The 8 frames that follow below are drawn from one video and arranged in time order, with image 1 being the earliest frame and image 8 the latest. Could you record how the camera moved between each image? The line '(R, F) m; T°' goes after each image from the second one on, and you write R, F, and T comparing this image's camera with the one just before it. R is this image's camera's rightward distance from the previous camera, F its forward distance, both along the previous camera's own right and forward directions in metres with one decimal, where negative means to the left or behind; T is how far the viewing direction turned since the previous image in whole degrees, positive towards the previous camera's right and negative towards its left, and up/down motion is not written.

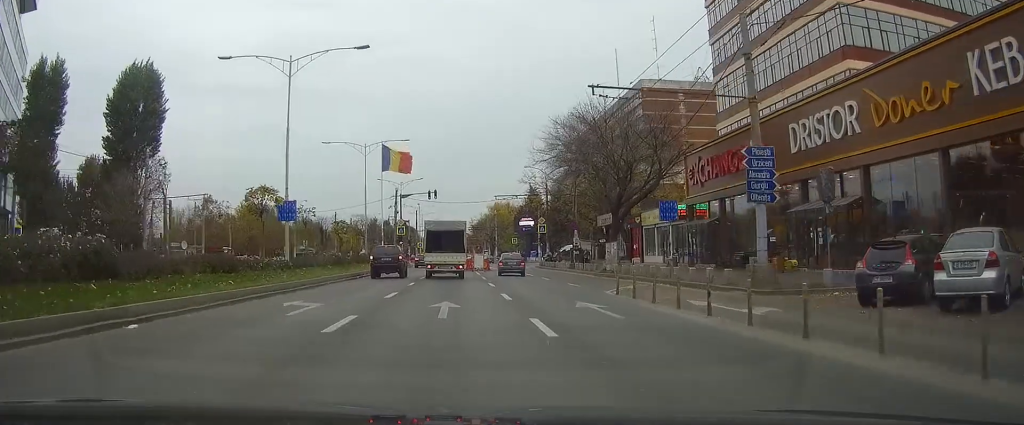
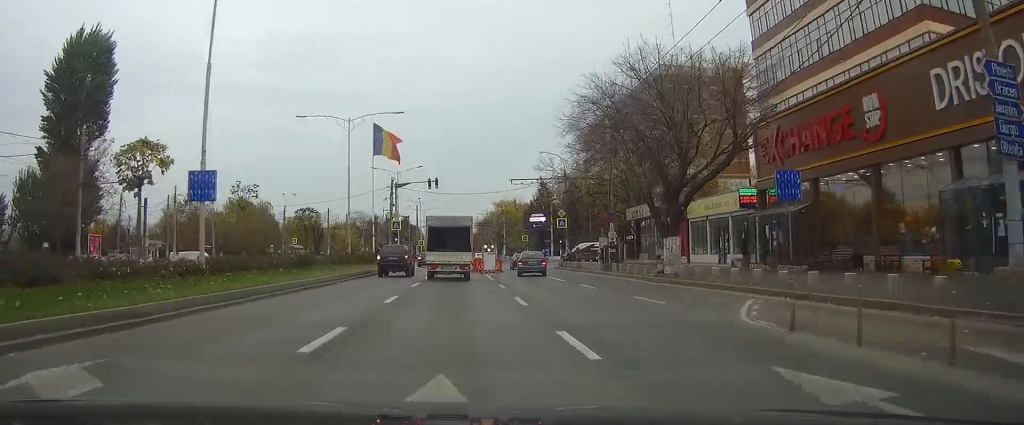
(-0.1, +11.2) m; 0°
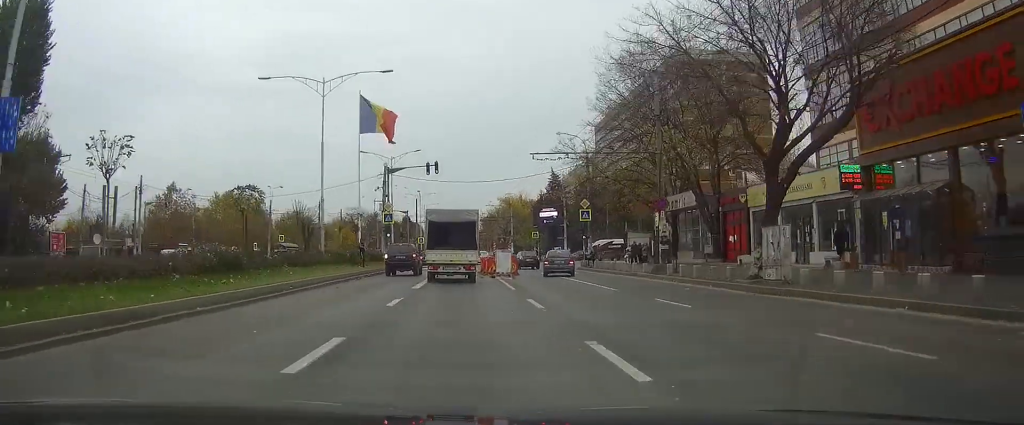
(0.0, +10.2) m; 0°
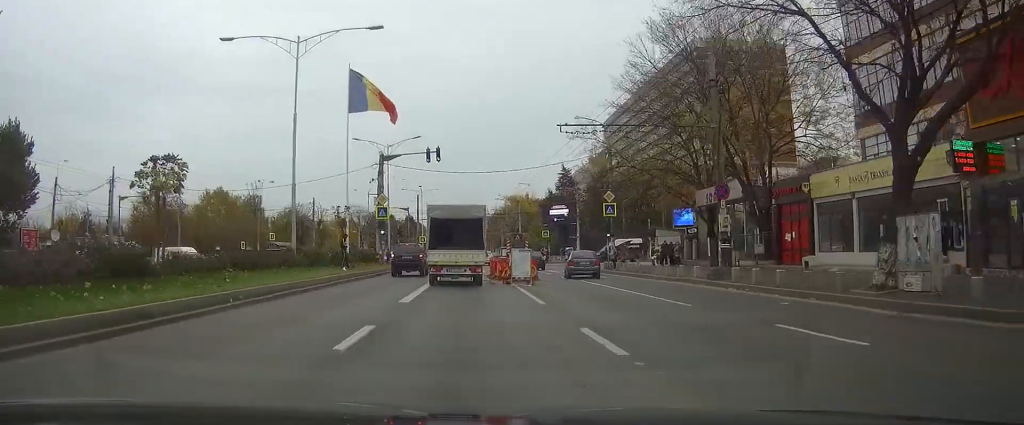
(0.0, +7.2) m; 0°
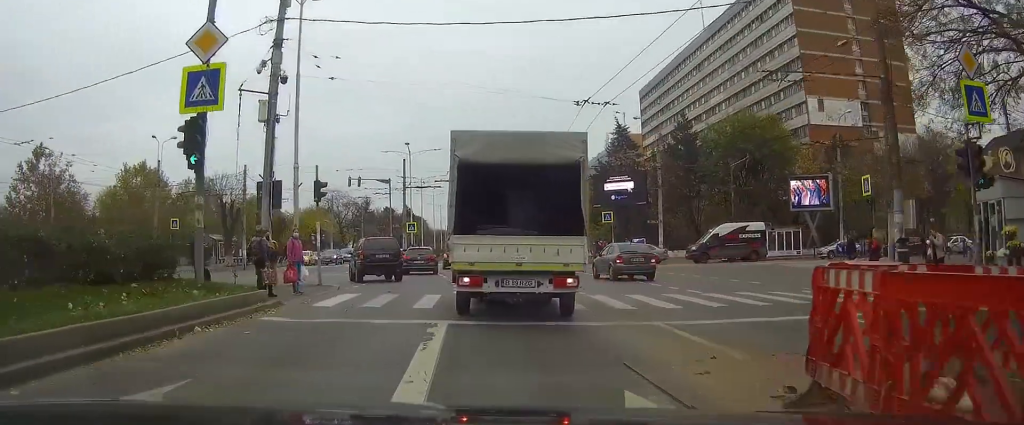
(-0.4, +34.5) m; -2°
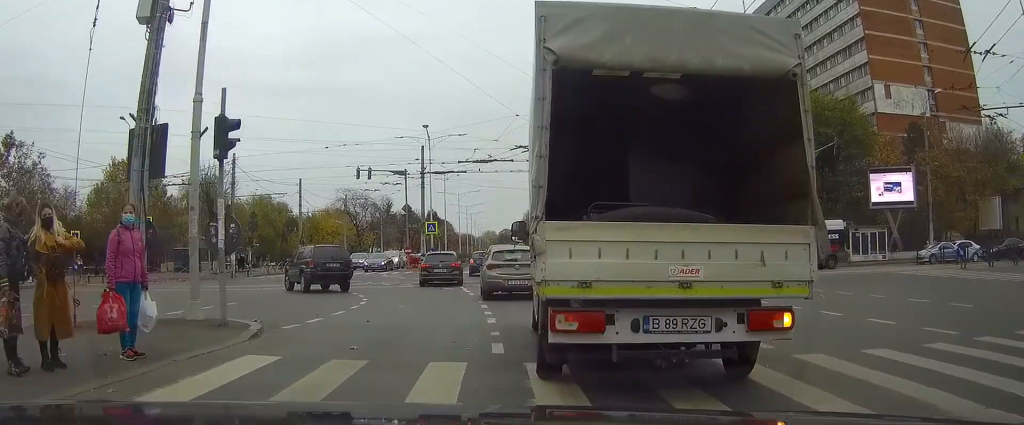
(0.0, +10.1) m; 0°
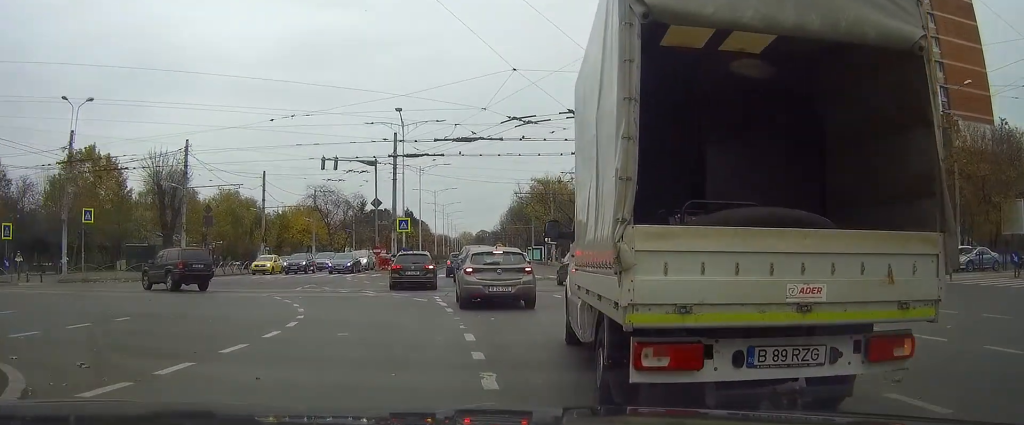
(0.0, +7.2) m; 0°
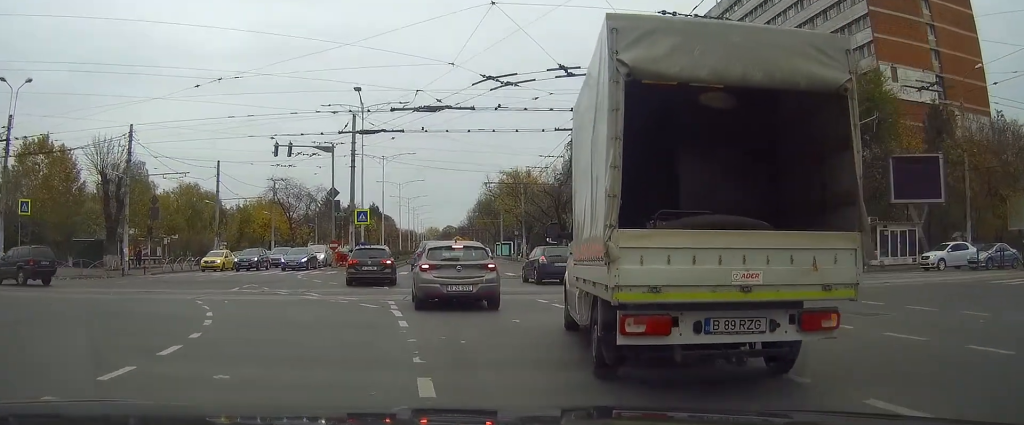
(0.0, +4.9) m; +3°
